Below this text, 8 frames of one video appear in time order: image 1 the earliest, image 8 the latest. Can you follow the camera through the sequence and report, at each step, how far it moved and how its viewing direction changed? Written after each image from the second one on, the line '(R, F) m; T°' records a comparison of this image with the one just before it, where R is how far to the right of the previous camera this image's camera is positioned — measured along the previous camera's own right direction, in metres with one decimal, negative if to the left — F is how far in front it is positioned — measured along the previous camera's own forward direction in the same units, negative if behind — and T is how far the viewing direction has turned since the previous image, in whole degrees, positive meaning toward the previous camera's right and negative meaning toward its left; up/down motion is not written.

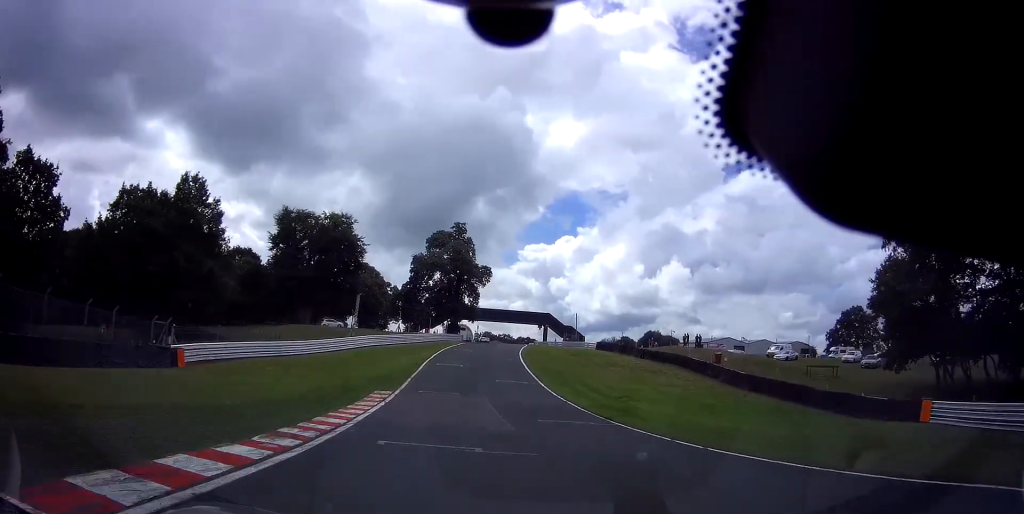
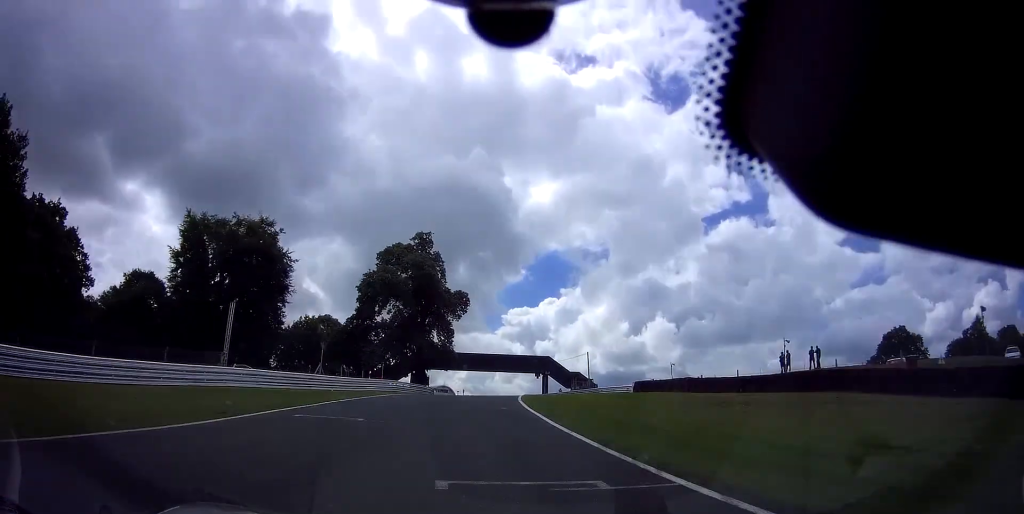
(+1.2, +27.5) m; +2°
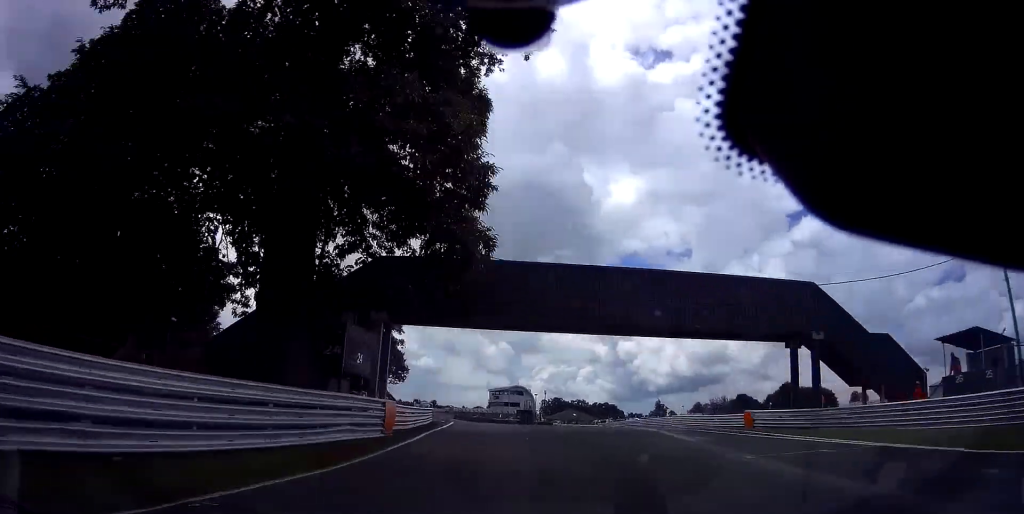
(-1.9, +59.8) m; -6°
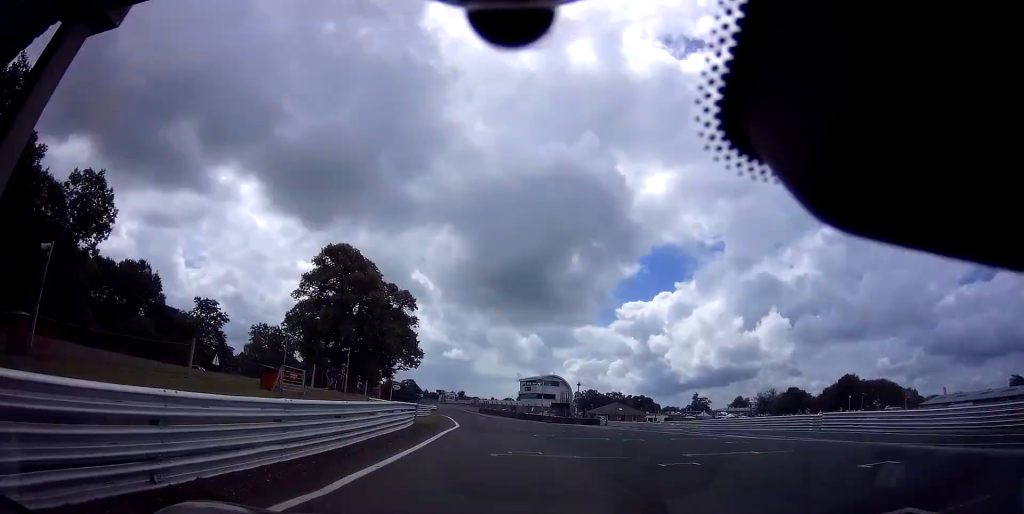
(-0.4, +21.1) m; -3°
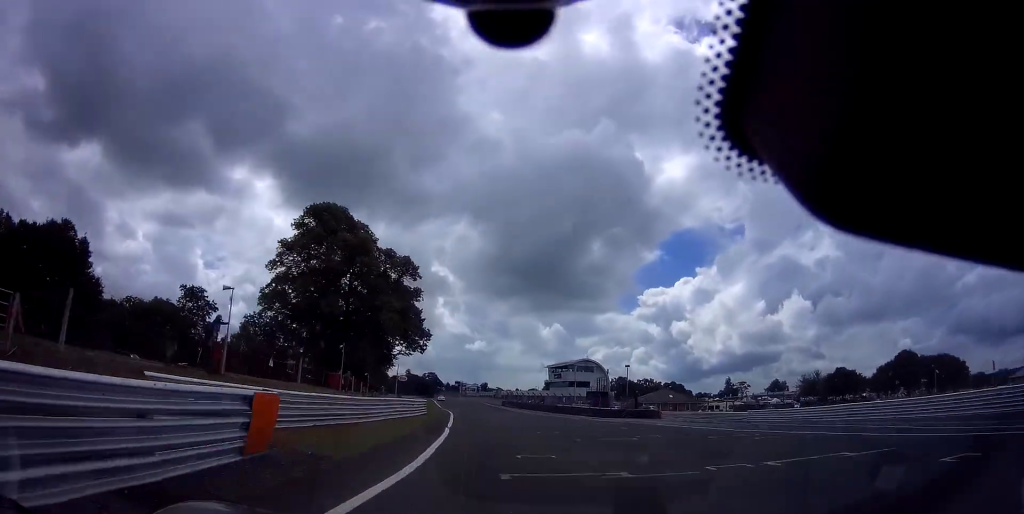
(-0.7, +19.3) m; -3°
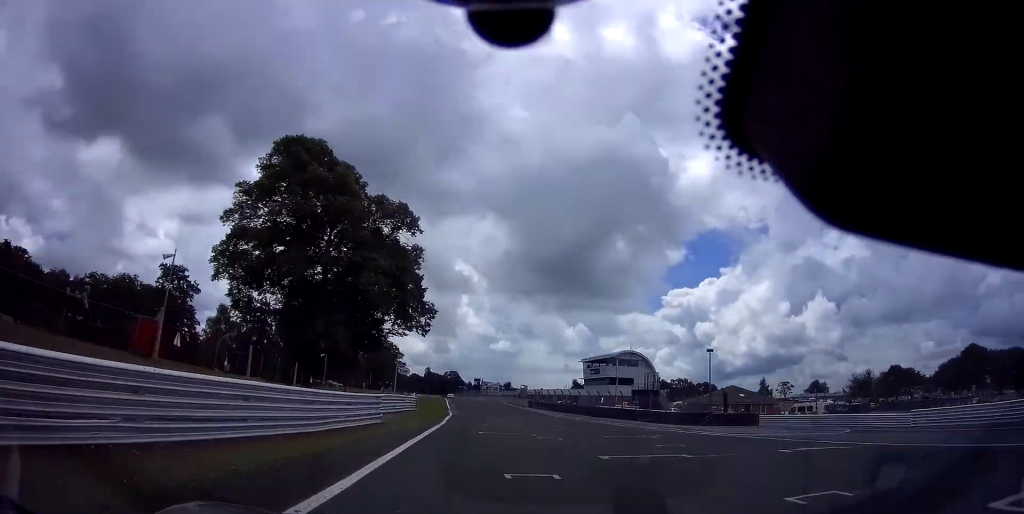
(-0.4, +20.7) m; -3°
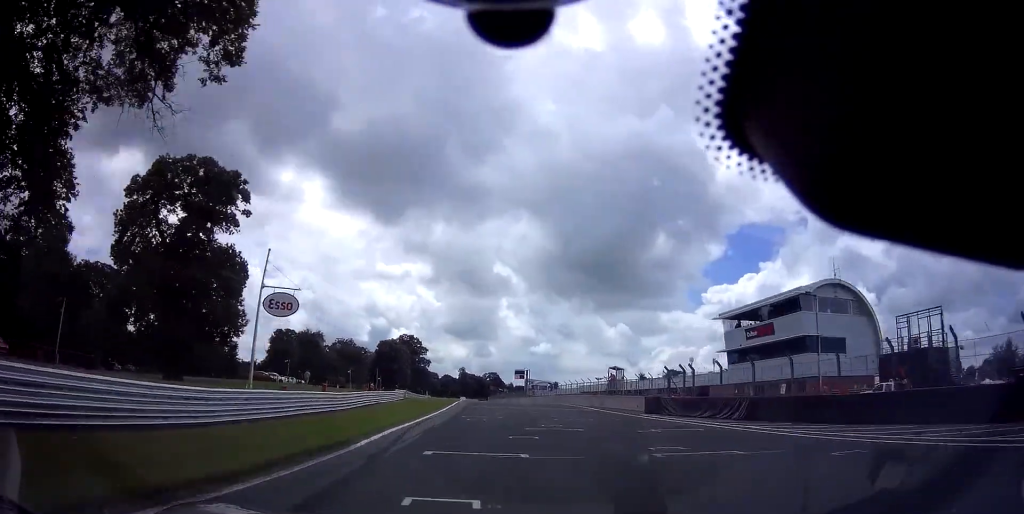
(-2.5, +56.2) m; -4°
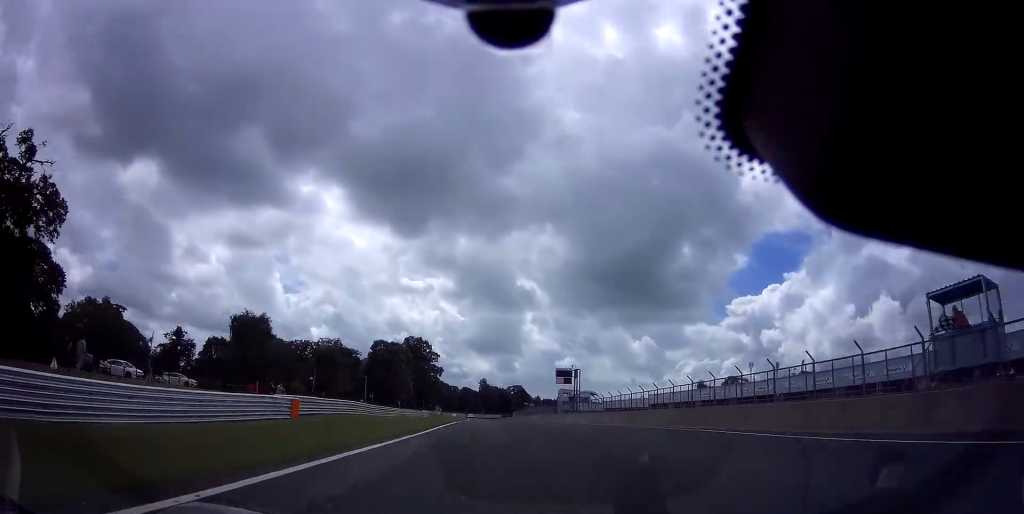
(-1.0, +41.2) m; -3°
